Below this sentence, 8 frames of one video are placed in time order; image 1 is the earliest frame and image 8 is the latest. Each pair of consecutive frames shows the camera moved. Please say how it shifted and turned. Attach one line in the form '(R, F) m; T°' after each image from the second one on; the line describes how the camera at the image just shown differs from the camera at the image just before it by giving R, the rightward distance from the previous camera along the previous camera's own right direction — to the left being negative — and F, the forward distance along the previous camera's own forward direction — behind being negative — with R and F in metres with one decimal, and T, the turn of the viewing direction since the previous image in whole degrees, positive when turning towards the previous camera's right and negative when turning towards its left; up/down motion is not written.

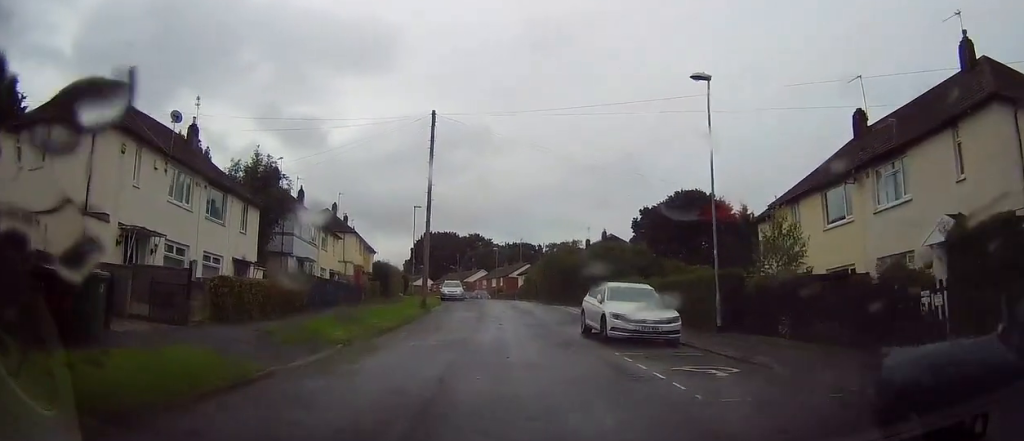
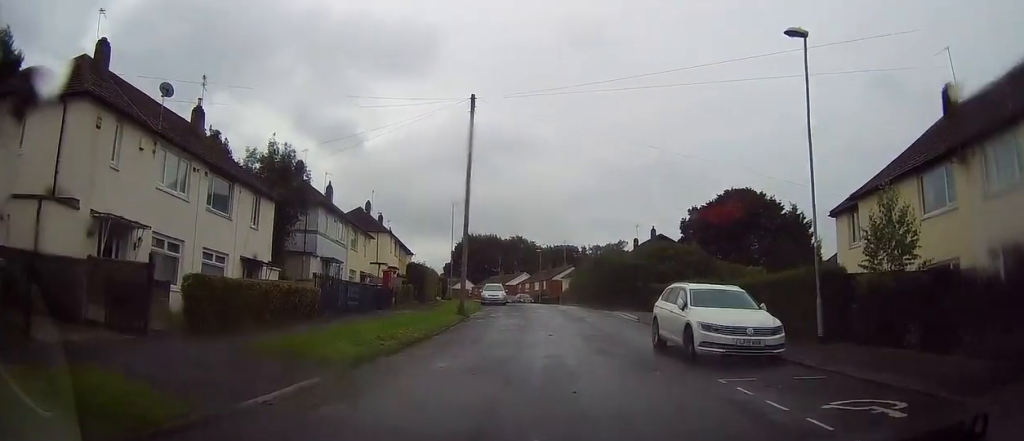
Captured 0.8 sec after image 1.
(-0.2, +3.8) m; -5°
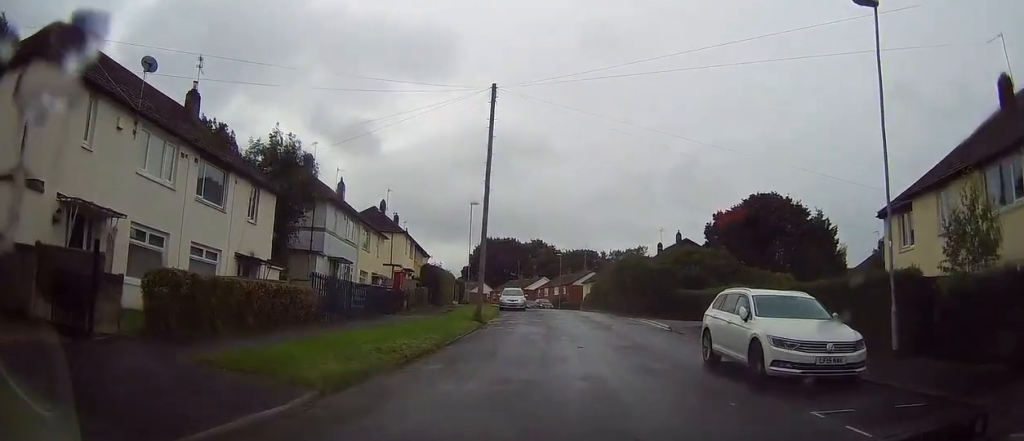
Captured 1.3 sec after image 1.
(-0.1, +2.4) m; -2°
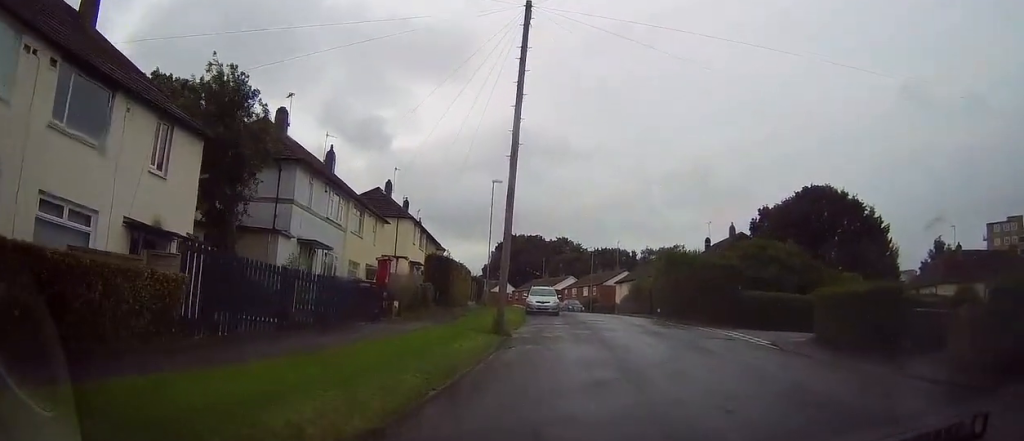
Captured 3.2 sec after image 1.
(-0.1, +9.2) m; +2°
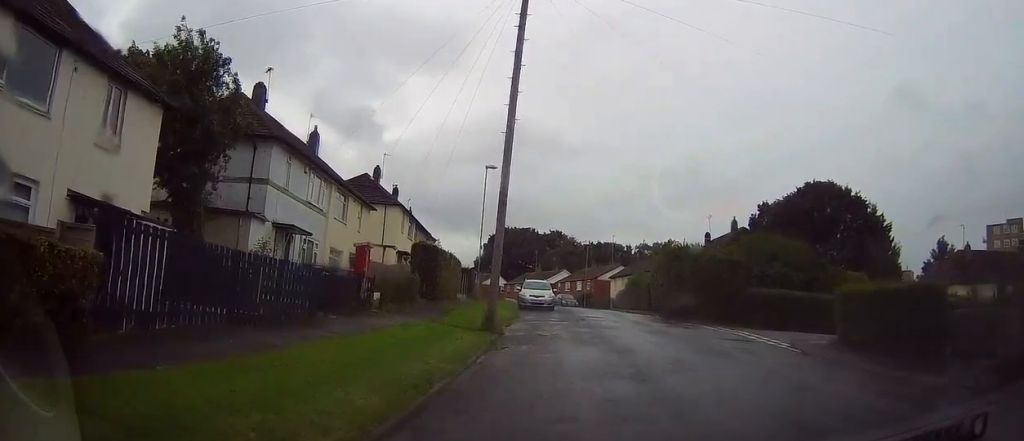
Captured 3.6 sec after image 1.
(0.0, +2.2) m; +1°
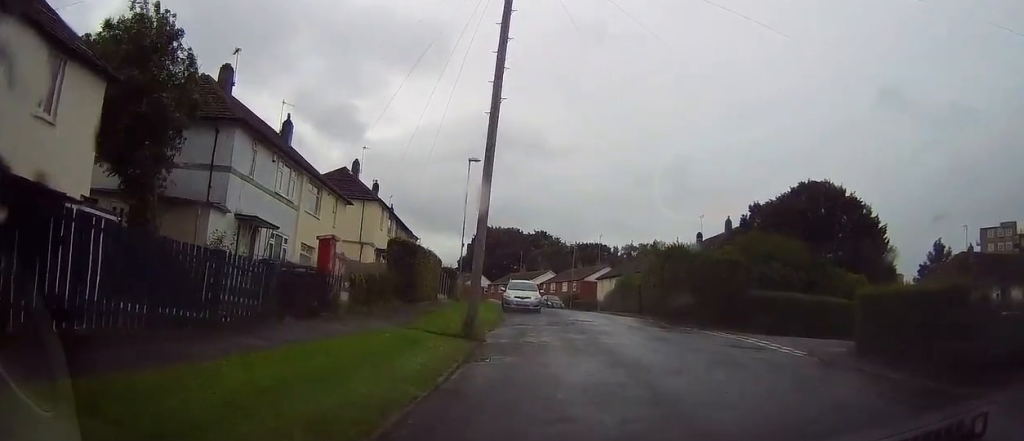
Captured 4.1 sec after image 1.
(+0.1, +2.3) m; 0°
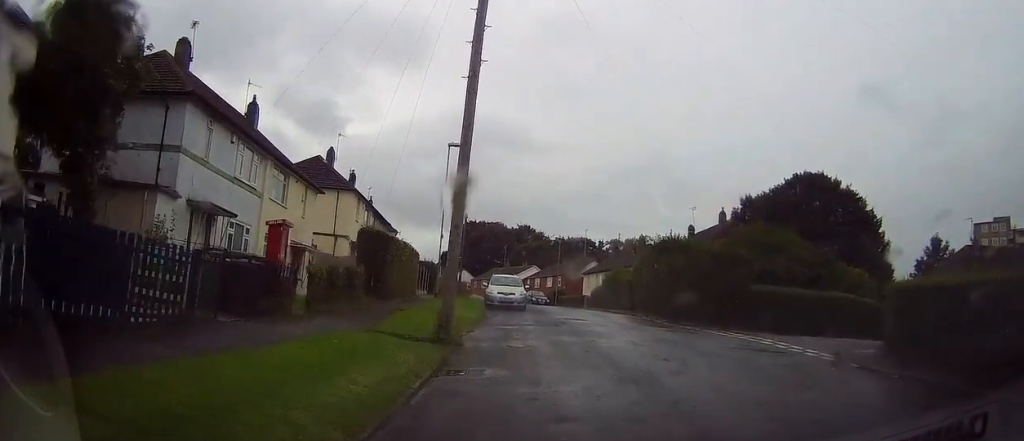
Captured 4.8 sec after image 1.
(-0.1, +2.7) m; +1°
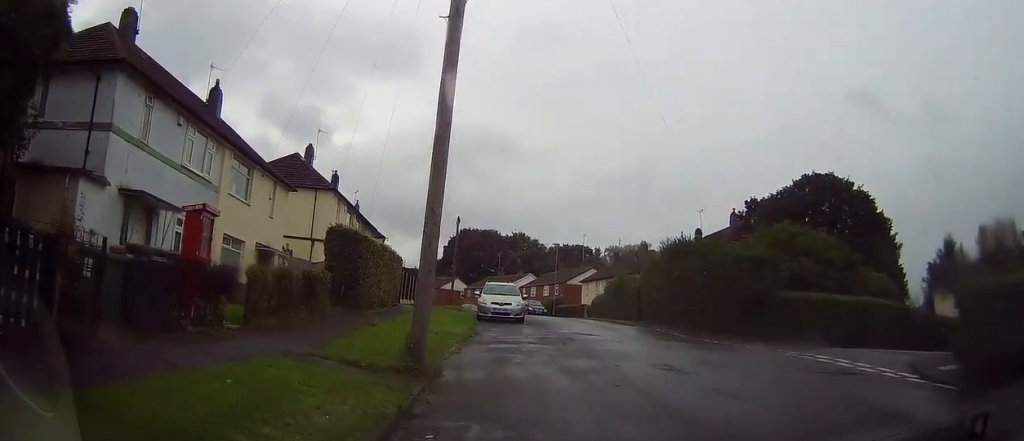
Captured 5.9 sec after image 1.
(+0.1, +4.1) m; +5°
